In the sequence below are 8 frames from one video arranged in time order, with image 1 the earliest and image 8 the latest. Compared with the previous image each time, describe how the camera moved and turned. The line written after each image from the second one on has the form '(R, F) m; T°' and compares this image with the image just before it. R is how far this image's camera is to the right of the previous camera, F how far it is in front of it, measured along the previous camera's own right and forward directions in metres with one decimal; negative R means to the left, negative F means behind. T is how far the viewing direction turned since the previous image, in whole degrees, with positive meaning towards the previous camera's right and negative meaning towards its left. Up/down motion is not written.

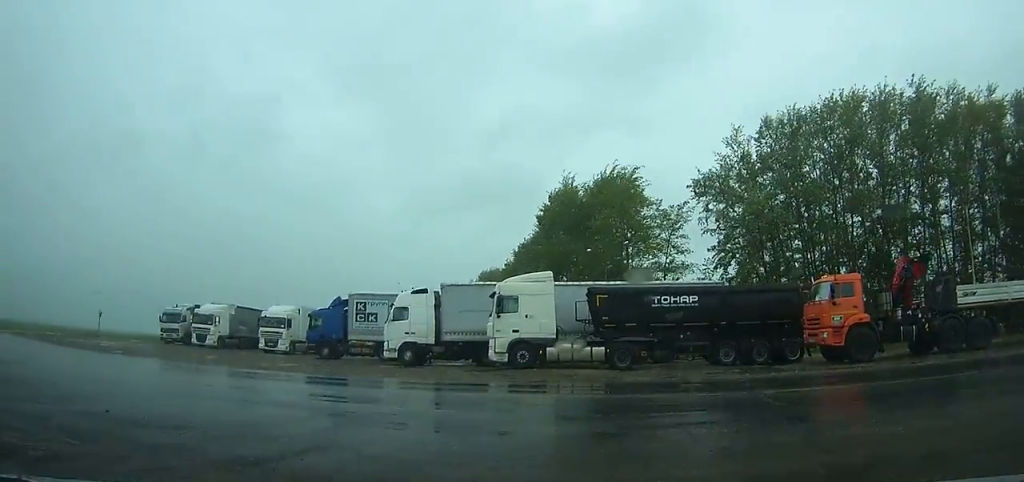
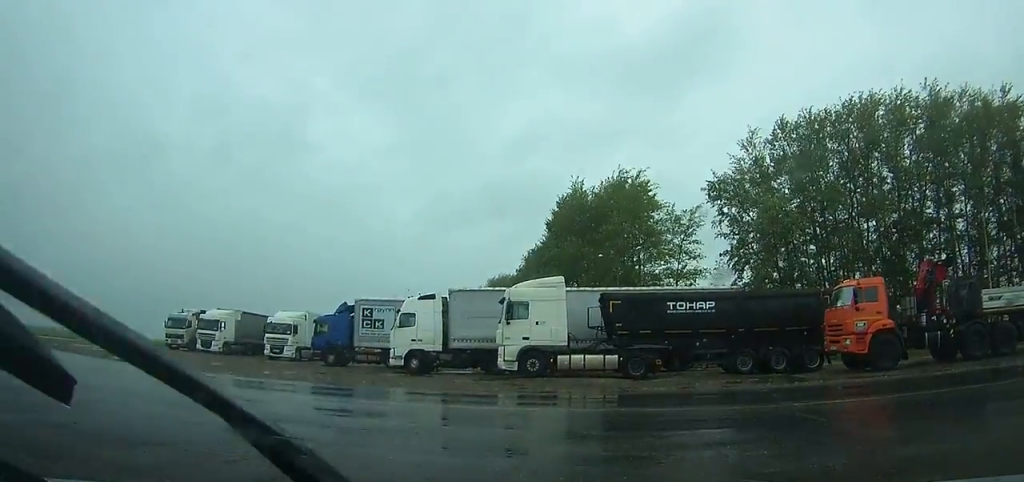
(0.0, +0.9) m; 0°
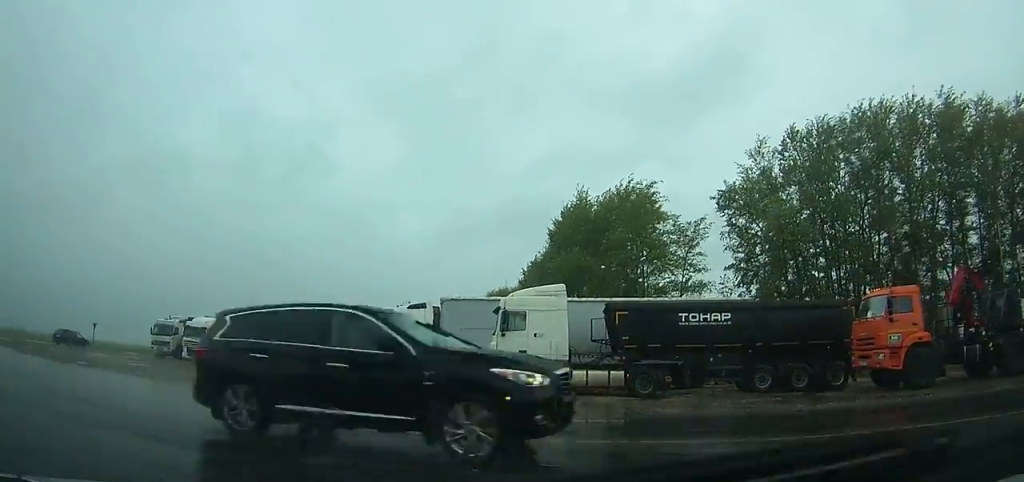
(0.0, +2.6) m; -15°
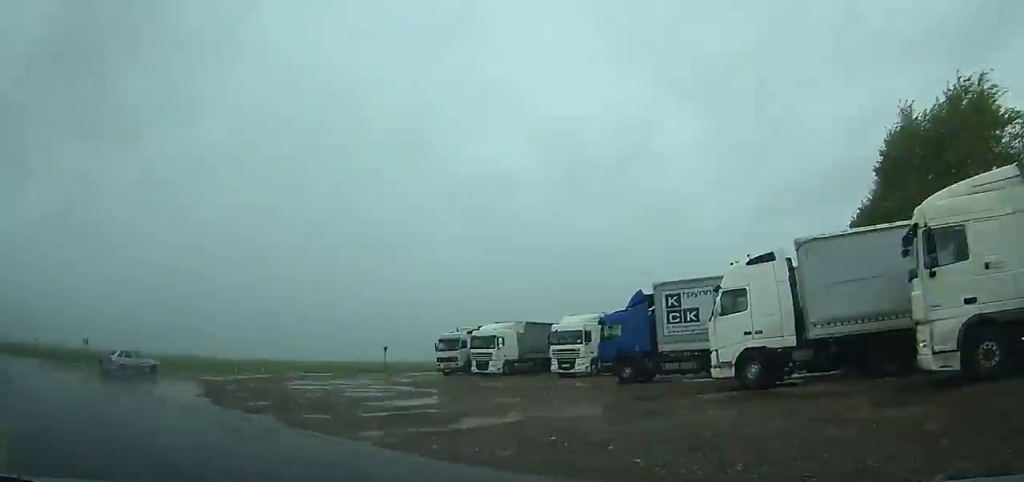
(-4.6, +8.5) m; -51°
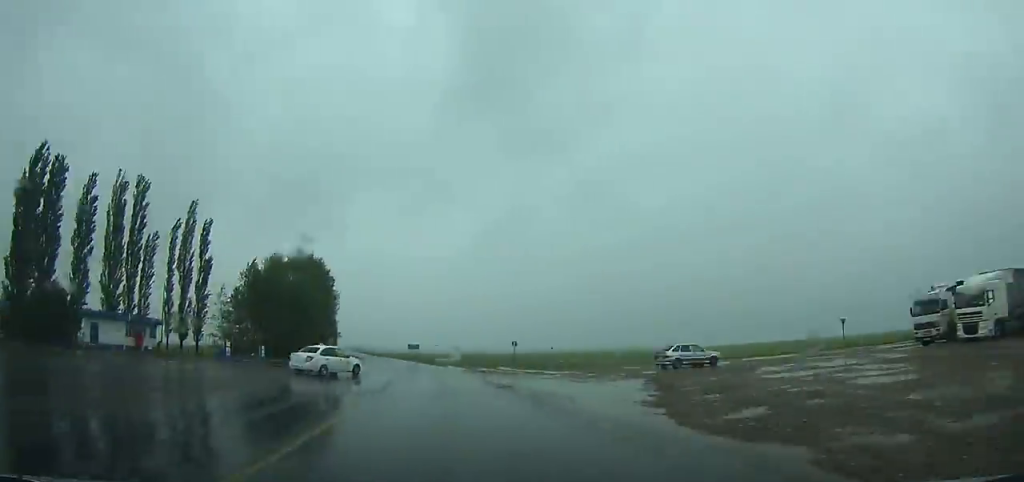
(-0.5, +6.4) m; -13°
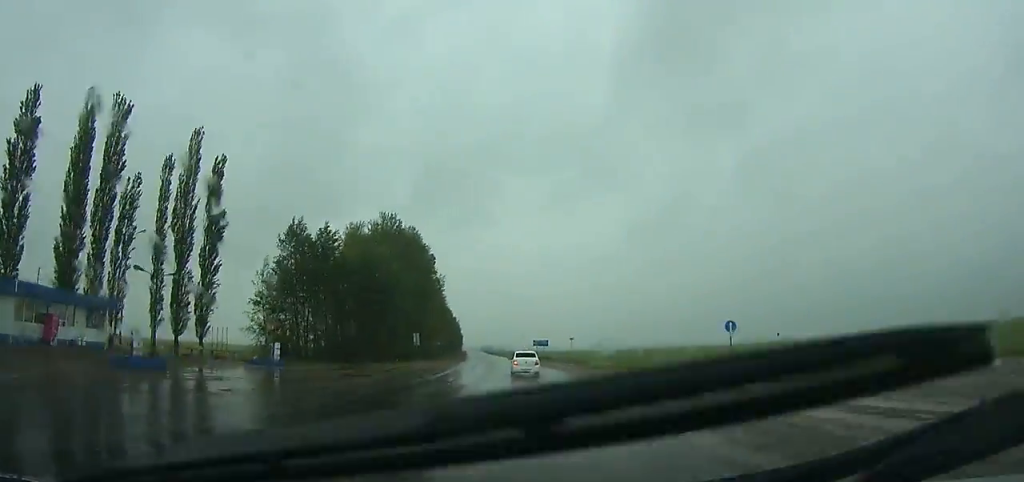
(-6.4, +32.4) m; -15°
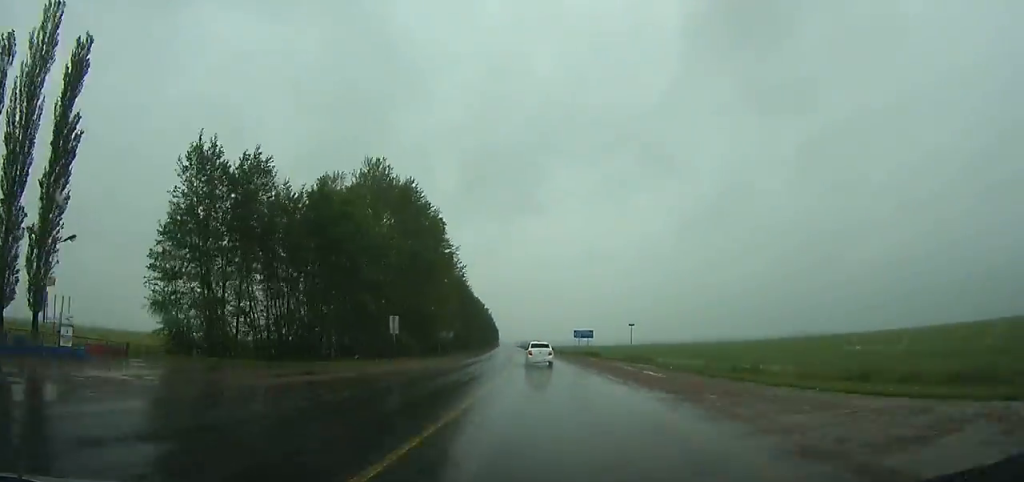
(-0.4, +24.8) m; -3°
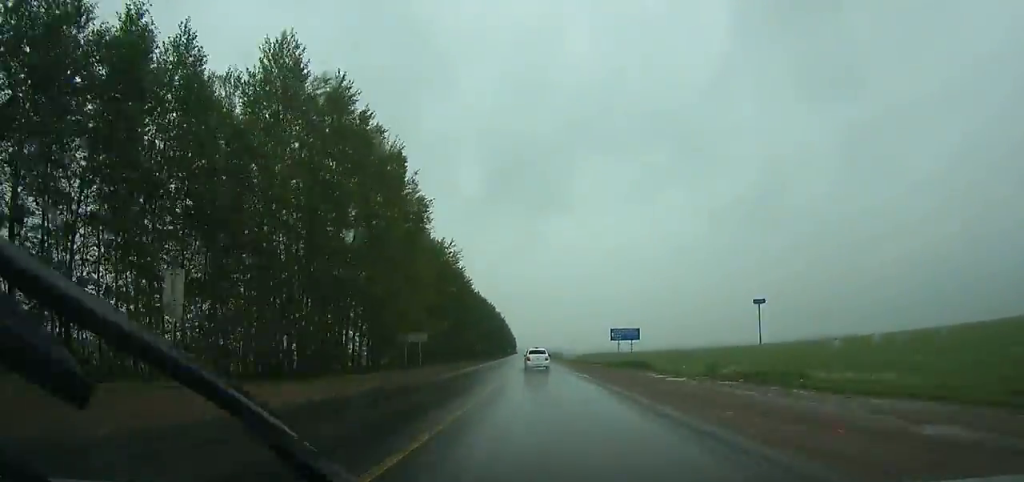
(-0.8, +30.8) m; -3°
